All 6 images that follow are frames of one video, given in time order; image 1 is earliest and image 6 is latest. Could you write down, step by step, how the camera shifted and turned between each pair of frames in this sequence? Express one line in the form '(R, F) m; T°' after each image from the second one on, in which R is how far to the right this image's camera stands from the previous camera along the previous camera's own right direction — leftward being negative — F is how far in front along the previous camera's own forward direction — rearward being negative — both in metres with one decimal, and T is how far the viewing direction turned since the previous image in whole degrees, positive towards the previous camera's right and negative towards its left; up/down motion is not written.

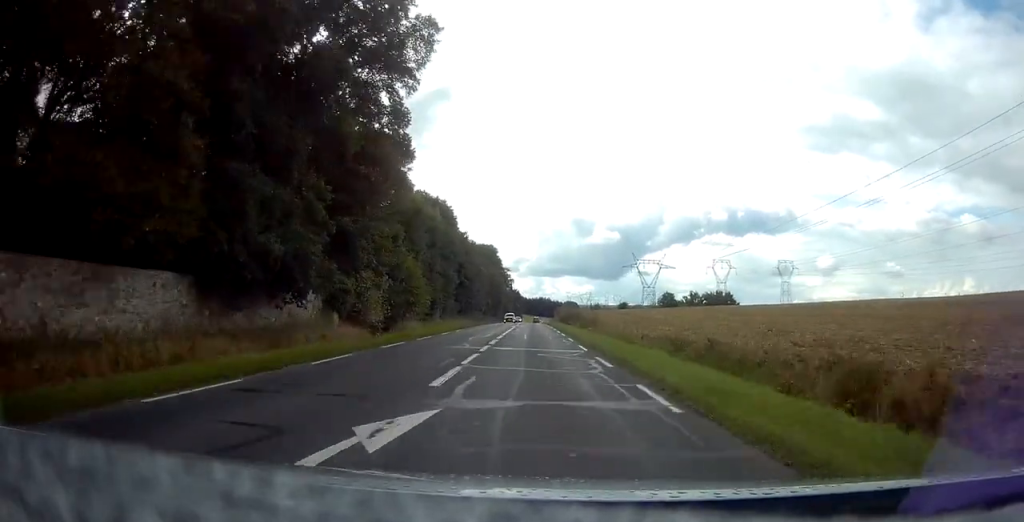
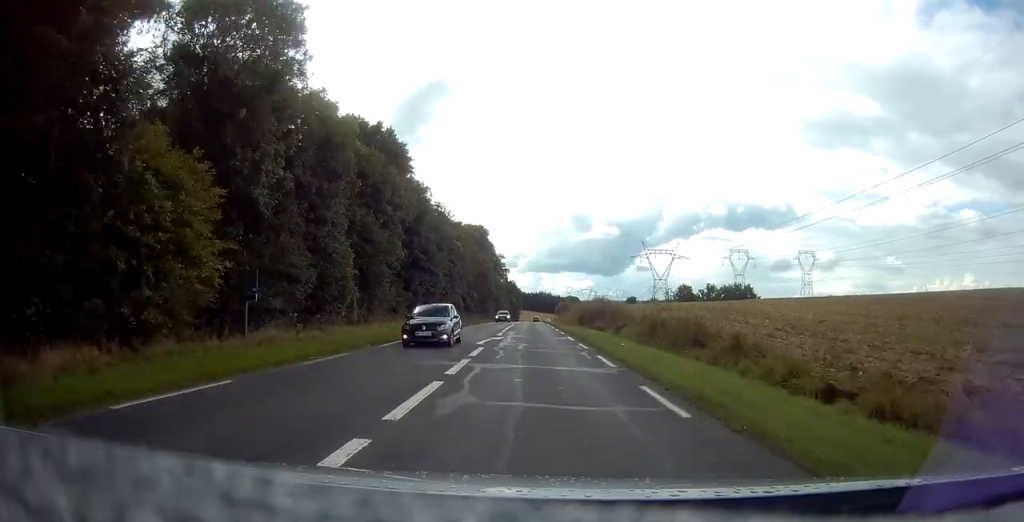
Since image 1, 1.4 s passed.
(+0.2, +33.9) m; 0°
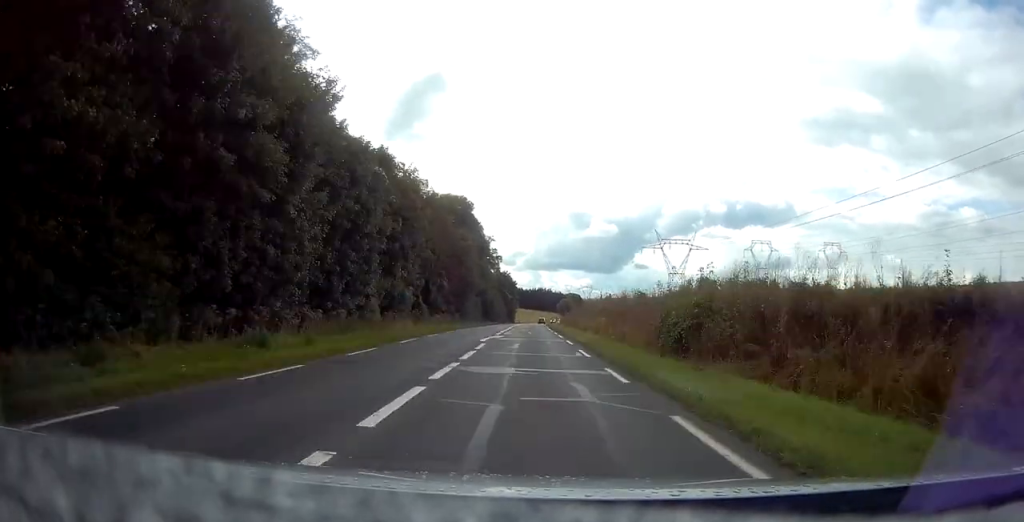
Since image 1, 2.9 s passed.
(-0.1, +36.2) m; 0°
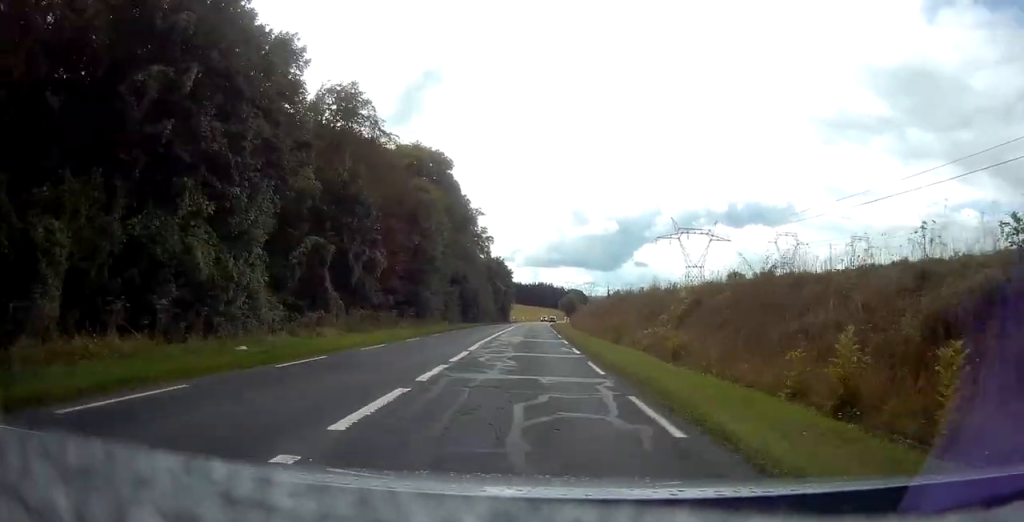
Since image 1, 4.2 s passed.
(0.0, +31.4) m; 0°
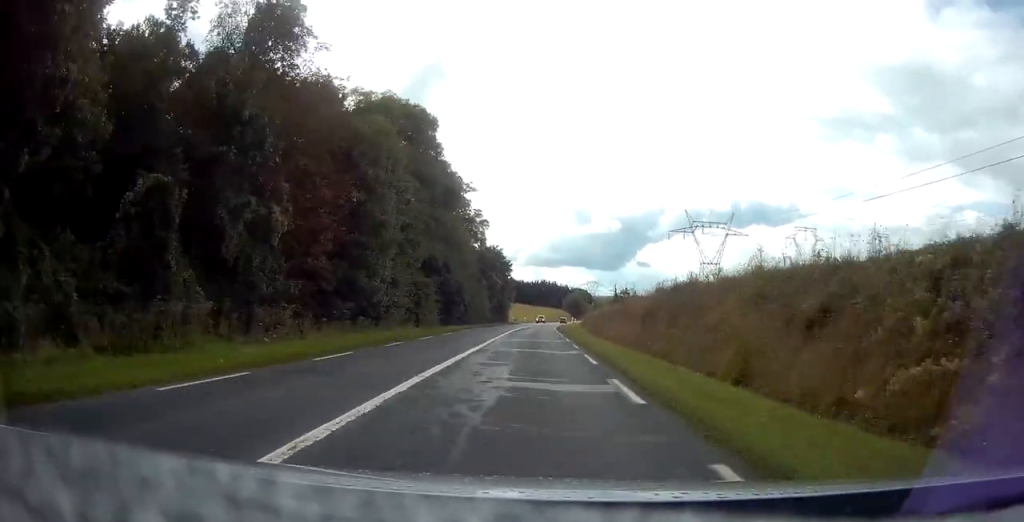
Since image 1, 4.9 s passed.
(0.0, +17.7) m; 0°
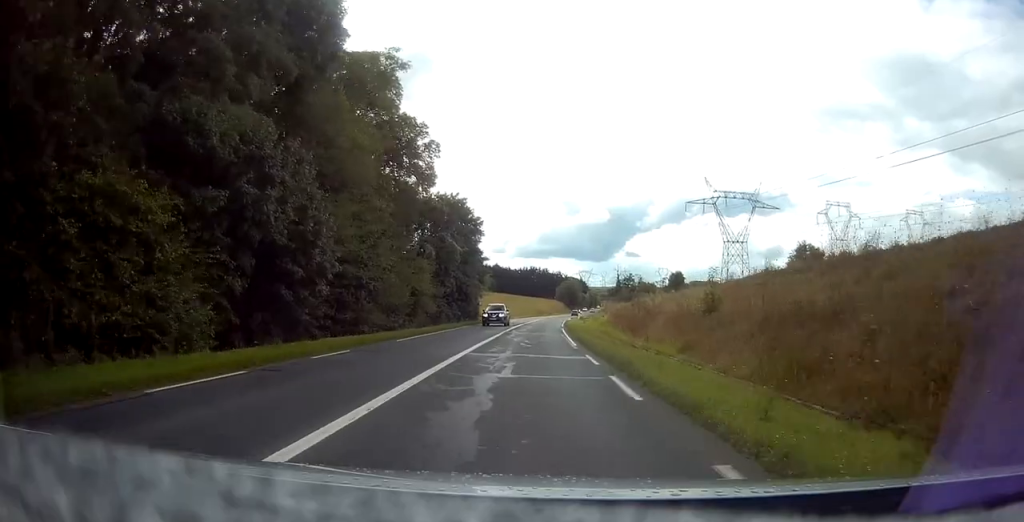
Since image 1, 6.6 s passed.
(+0.4, +40.0) m; +1°
